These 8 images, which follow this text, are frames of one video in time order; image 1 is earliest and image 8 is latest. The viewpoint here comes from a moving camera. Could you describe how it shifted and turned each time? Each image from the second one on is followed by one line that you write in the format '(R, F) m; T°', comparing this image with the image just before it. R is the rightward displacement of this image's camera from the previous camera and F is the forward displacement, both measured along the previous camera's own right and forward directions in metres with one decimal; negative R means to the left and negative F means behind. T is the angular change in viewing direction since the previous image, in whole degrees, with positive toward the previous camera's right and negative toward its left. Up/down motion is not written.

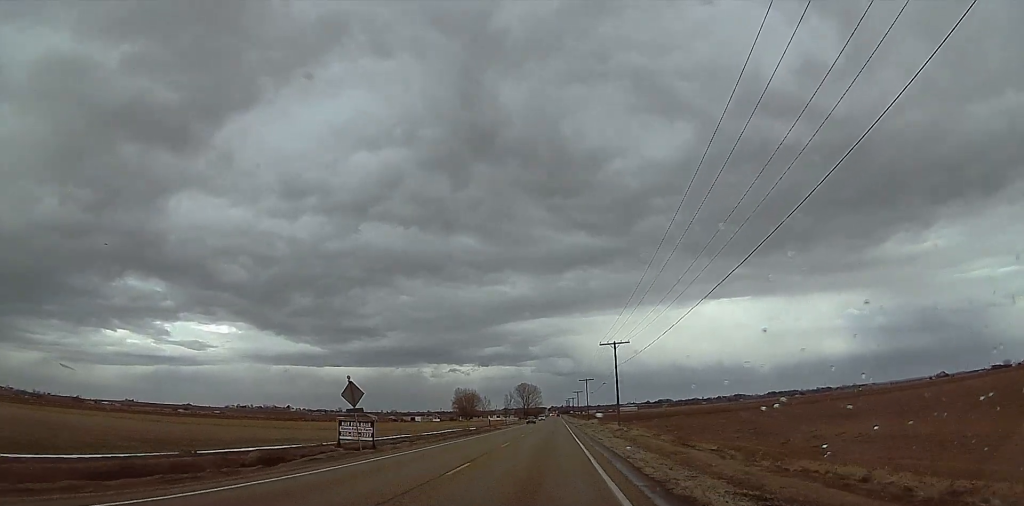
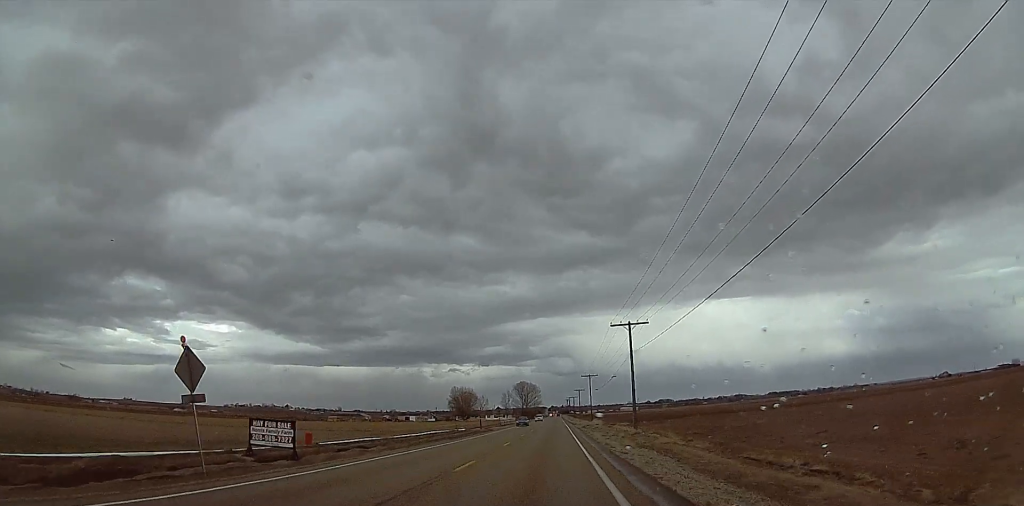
(0.0, +14.3) m; 0°
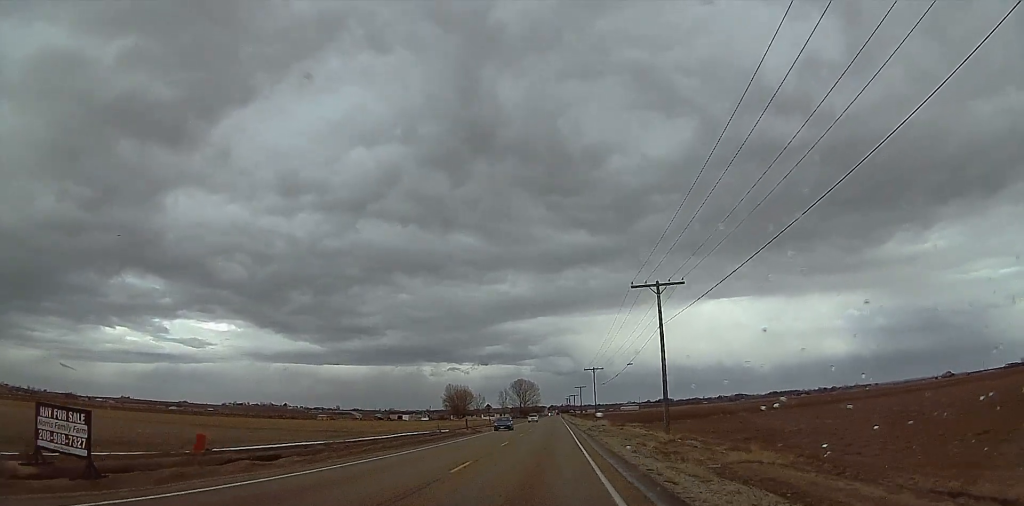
(0.0, +15.8) m; 0°
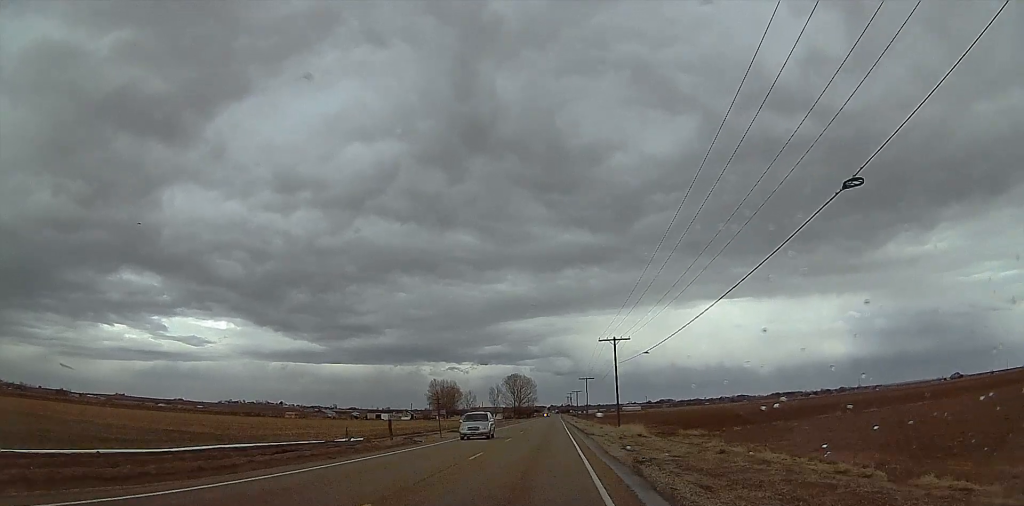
(0.0, +40.8) m; 0°
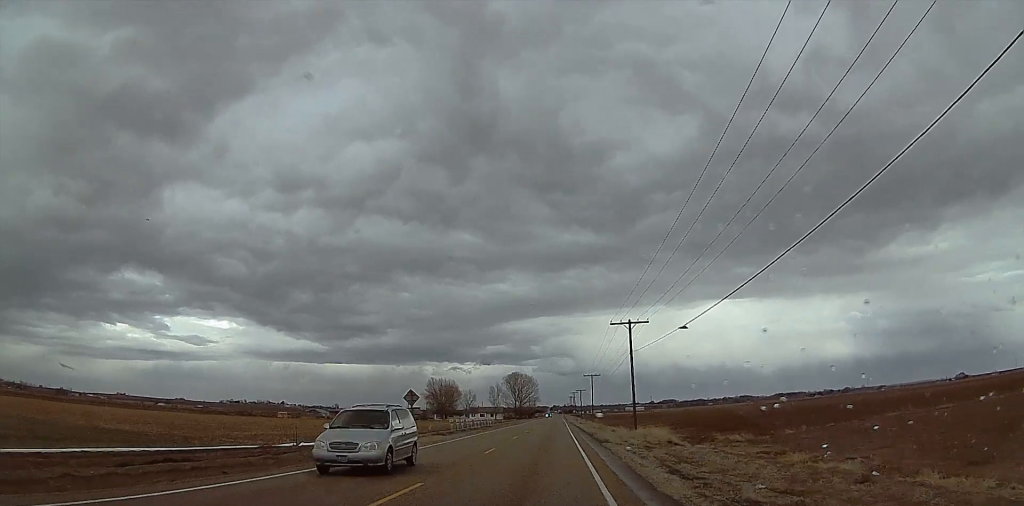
(0.0, +11.5) m; 0°
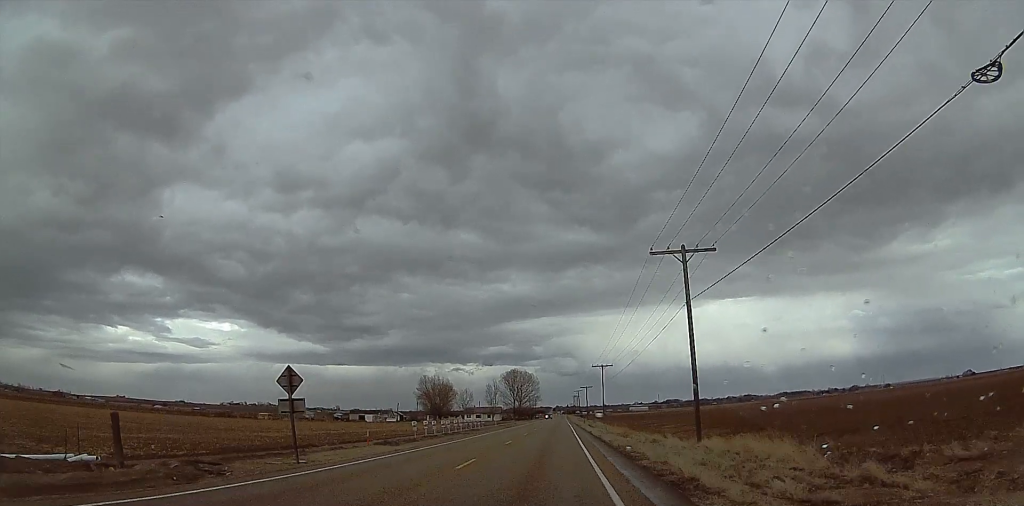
(0.0, +22.4) m; 0°
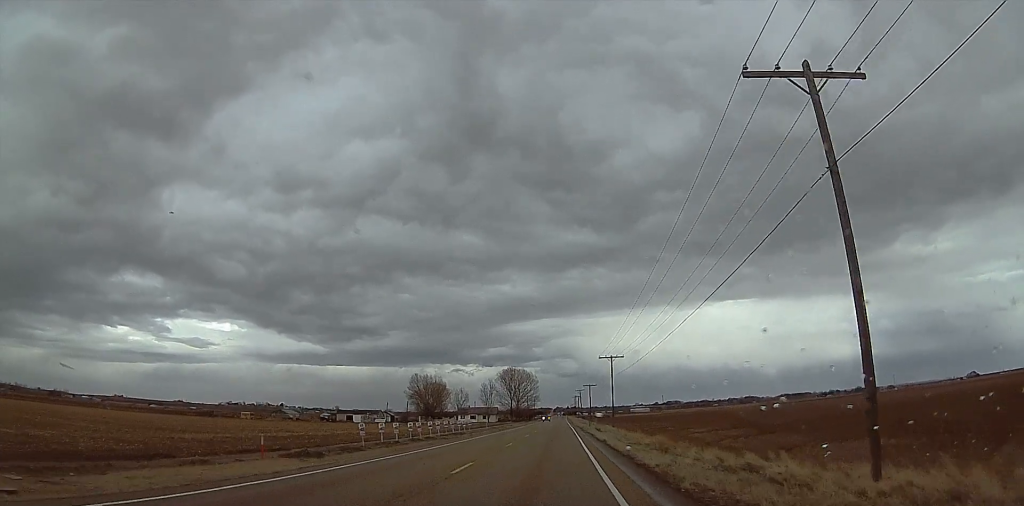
(0.0, +16.3) m; 0°
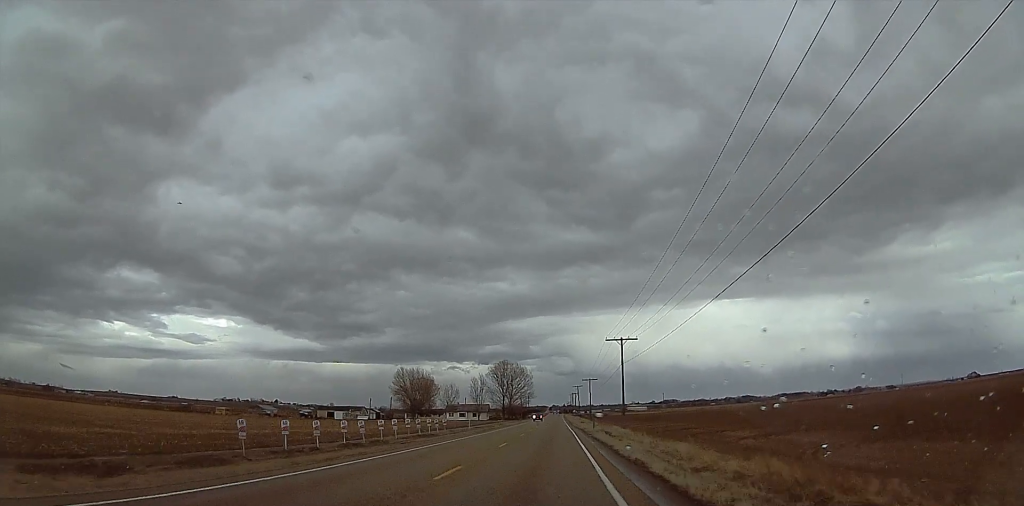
(0.0, +17.2) m; 0°
